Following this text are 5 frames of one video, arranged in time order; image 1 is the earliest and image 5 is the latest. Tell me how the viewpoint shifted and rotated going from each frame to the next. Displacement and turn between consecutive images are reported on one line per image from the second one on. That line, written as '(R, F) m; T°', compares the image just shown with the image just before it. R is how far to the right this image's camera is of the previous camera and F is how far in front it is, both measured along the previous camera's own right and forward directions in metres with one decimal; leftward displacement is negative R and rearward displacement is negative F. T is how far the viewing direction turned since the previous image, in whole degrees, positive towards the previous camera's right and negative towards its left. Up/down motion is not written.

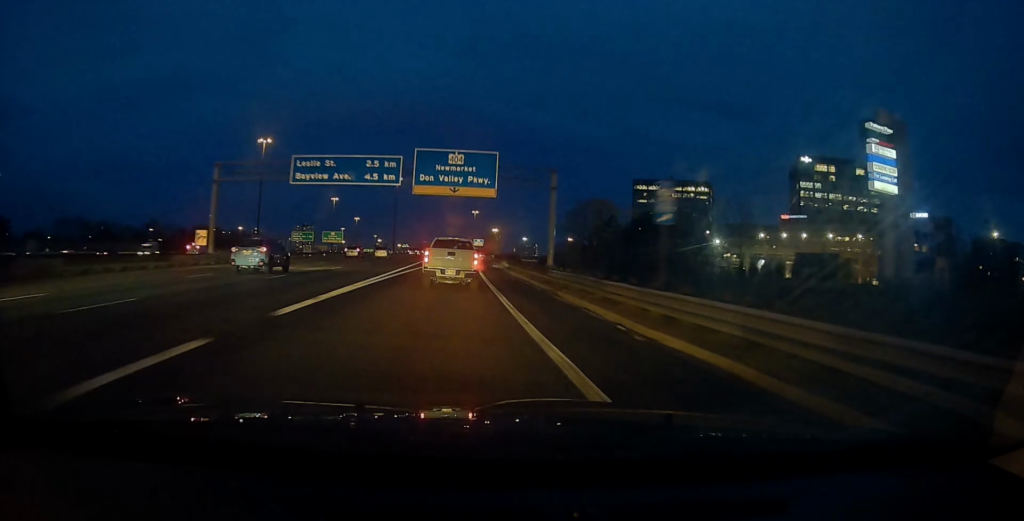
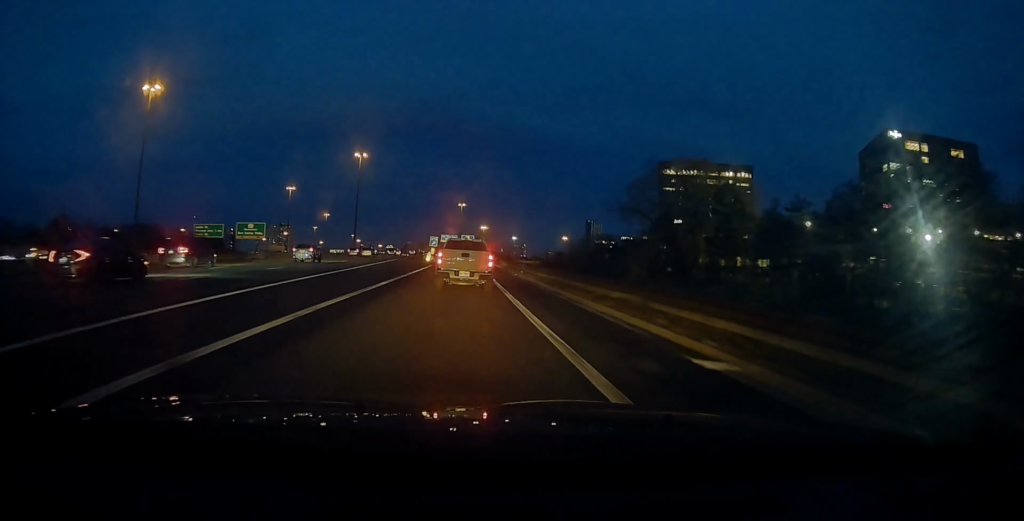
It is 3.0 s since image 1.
(+1.1, +63.6) m; +1°
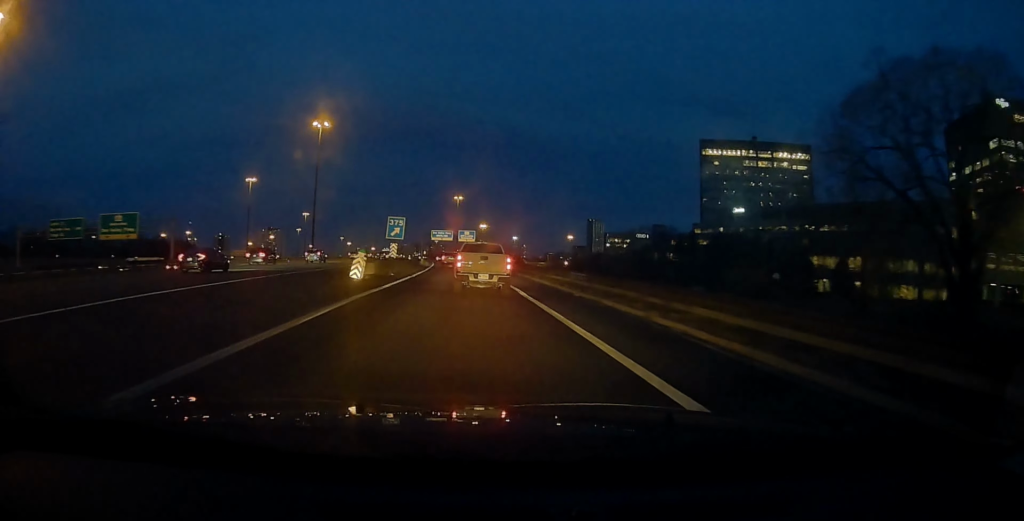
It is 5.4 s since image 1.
(-0.8, +50.3) m; +1°
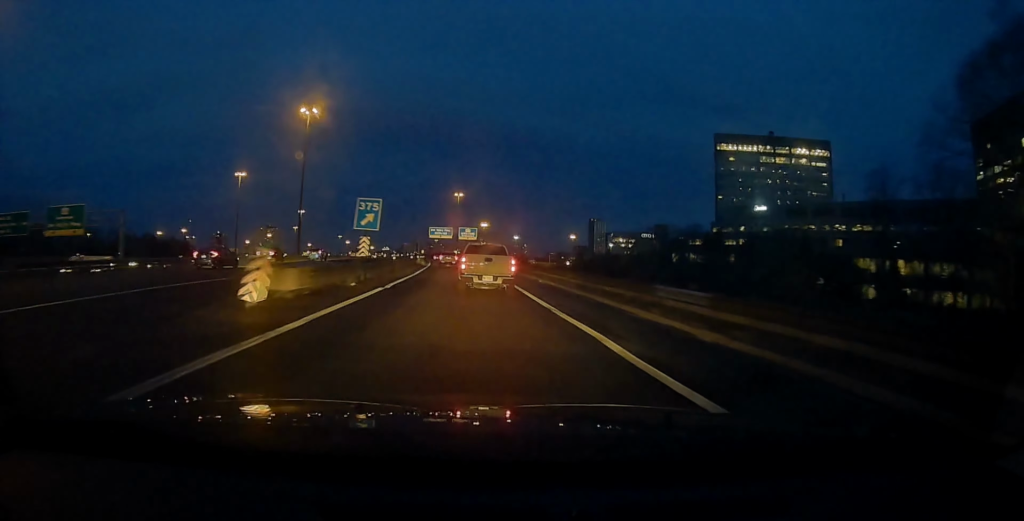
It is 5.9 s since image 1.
(+0.2, +12.2) m; +1°
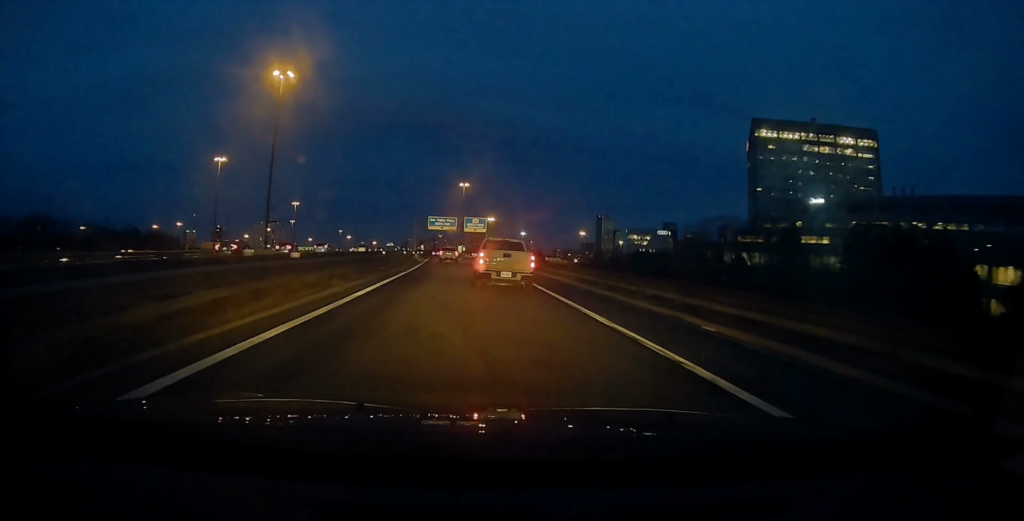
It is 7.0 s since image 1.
(0.0, +24.2) m; 0°
